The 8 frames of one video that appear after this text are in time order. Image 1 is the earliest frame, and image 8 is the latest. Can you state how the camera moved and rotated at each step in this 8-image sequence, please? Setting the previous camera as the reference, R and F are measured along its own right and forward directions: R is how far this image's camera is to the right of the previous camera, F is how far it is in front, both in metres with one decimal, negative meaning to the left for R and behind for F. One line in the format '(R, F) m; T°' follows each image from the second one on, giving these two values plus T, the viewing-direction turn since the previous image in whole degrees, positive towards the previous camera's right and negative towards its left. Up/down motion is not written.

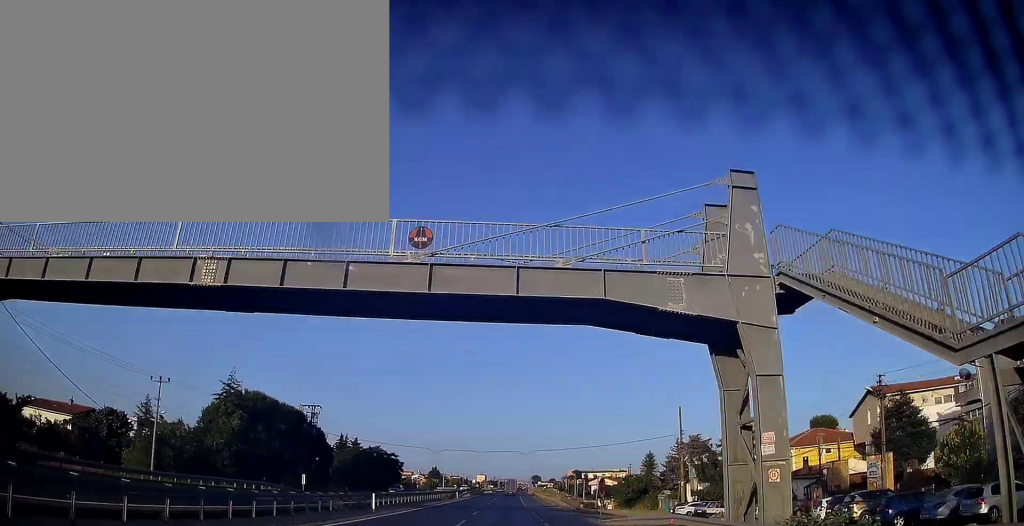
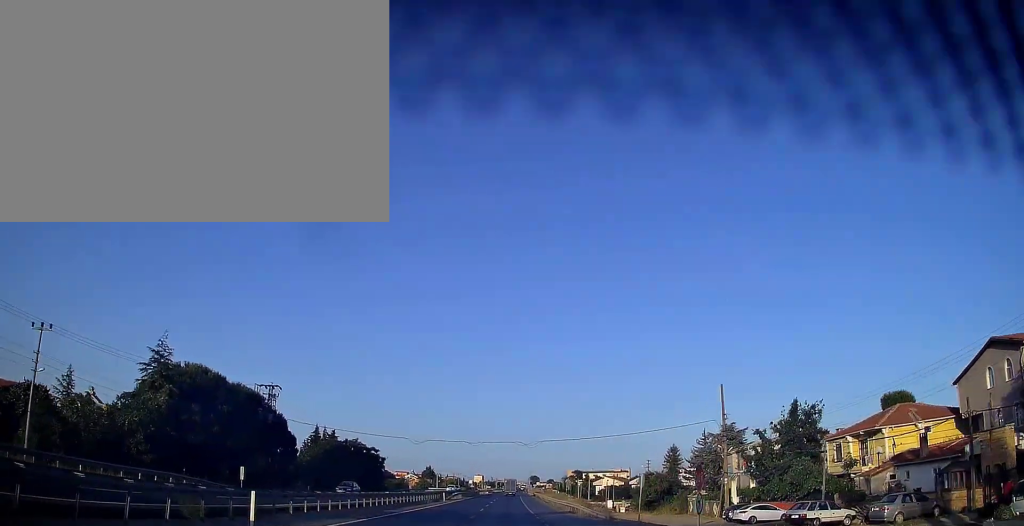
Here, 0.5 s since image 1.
(0.0, +15.7) m; 0°
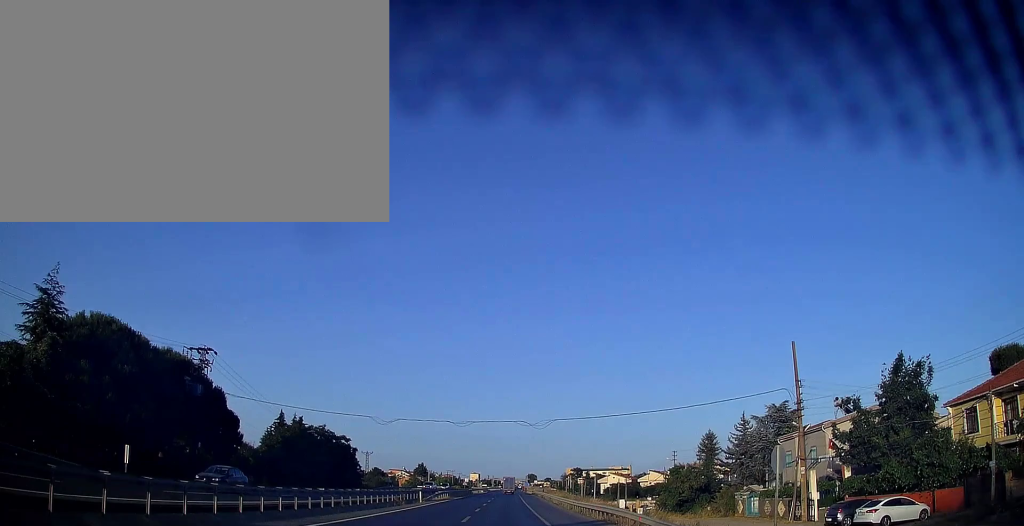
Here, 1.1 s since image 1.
(0.0, +16.6) m; 0°
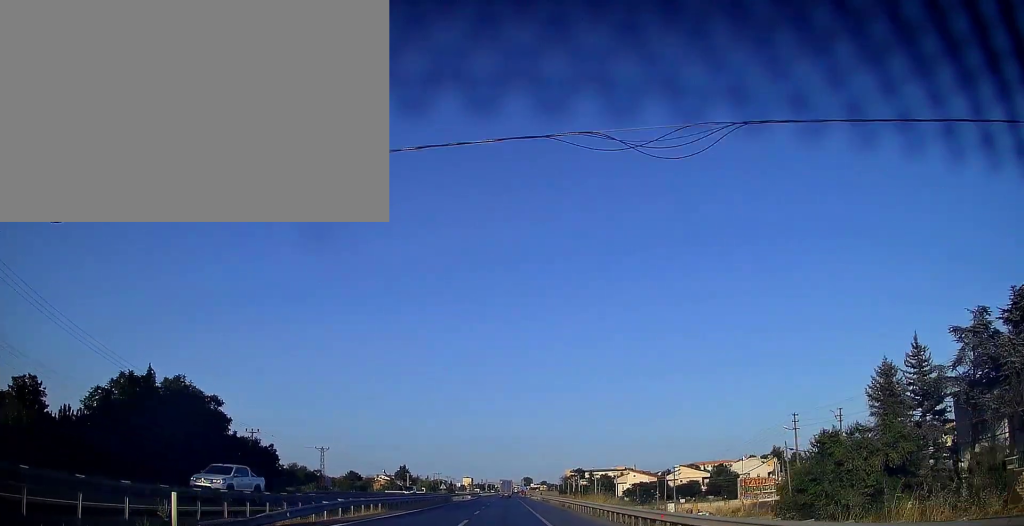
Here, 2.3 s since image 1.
(+0.3, +35.3) m; 0°
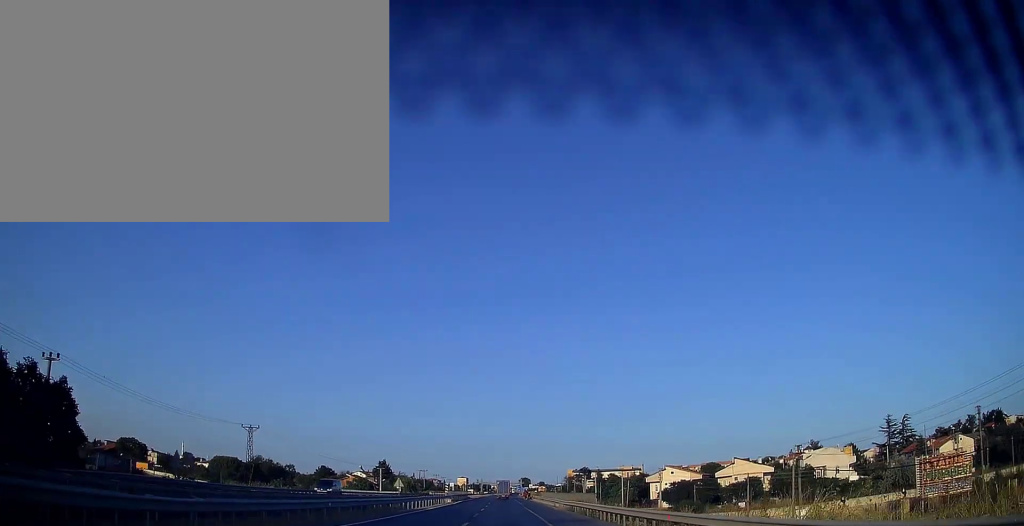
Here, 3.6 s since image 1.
(0.0, +37.4) m; 0°
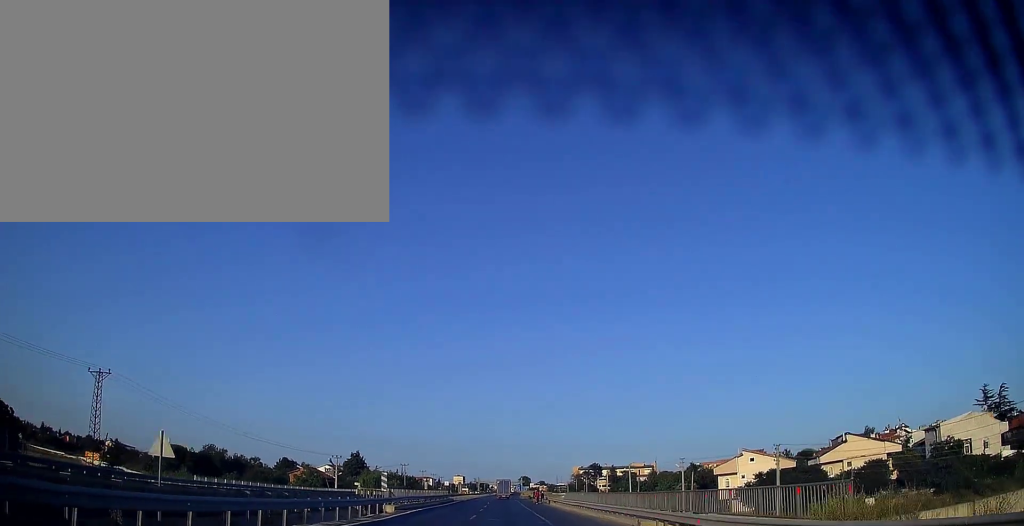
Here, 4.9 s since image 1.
(+0.2, +38.2) m; 0°
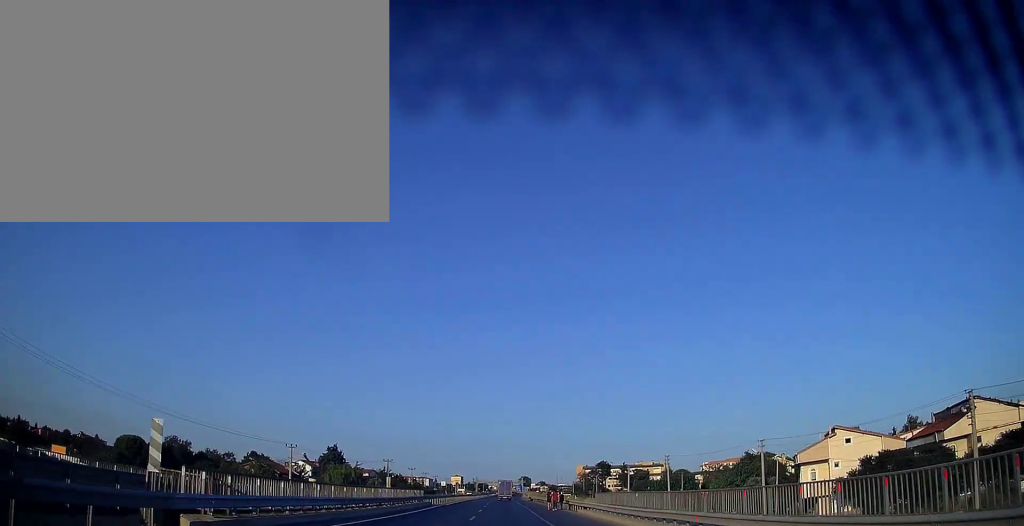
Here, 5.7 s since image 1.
(-0.1, +23.5) m; 0°
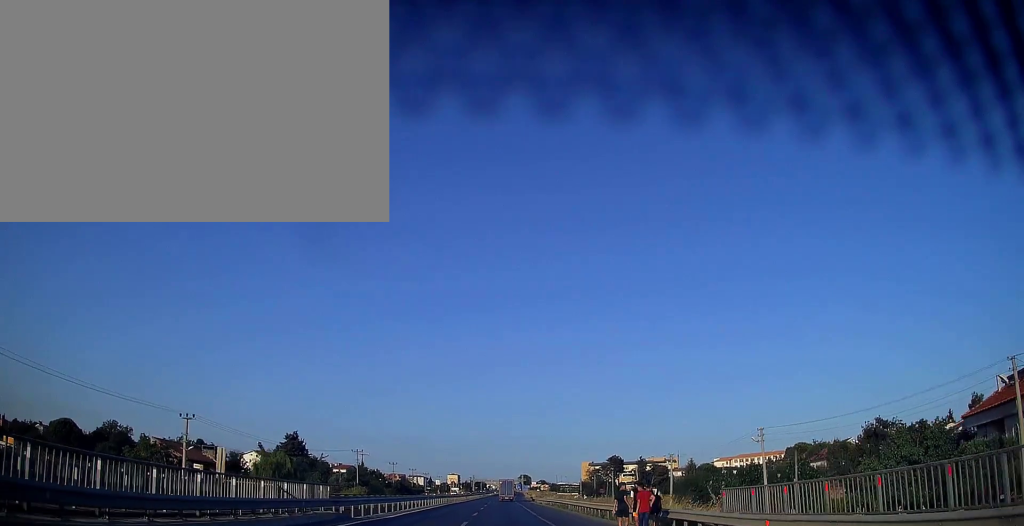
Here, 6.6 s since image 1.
(+0.1, +28.4) m; 0°
